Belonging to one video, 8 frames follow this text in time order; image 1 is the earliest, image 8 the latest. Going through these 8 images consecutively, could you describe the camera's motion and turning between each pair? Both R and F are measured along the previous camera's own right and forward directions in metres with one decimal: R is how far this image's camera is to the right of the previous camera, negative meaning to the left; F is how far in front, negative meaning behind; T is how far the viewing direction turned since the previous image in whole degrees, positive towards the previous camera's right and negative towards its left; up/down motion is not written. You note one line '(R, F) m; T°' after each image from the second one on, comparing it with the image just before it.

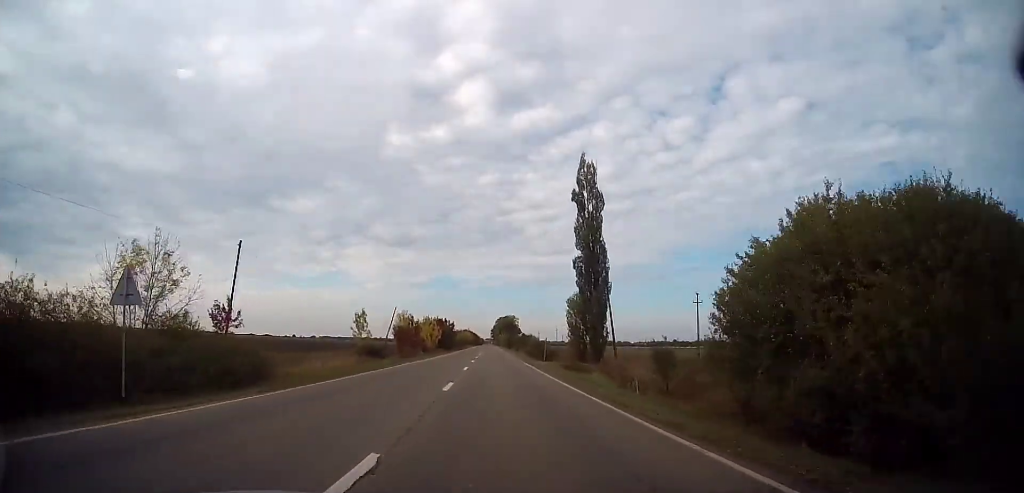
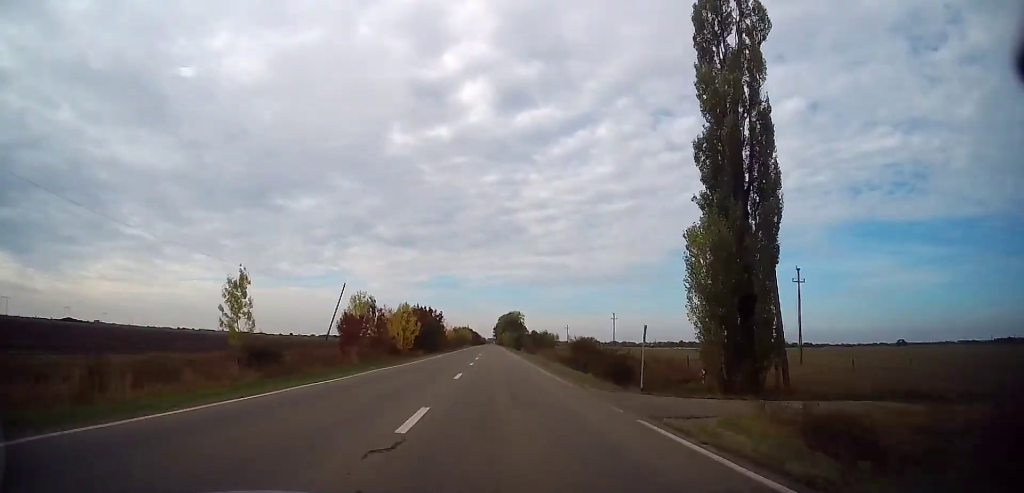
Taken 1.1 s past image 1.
(+0.2, +29.1) m; 0°
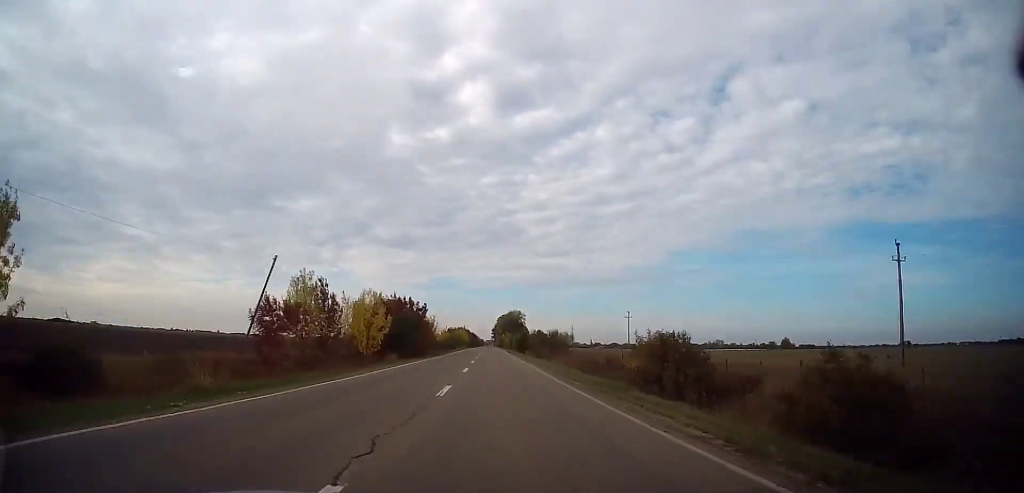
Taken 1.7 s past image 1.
(-0.1, +16.7) m; 0°
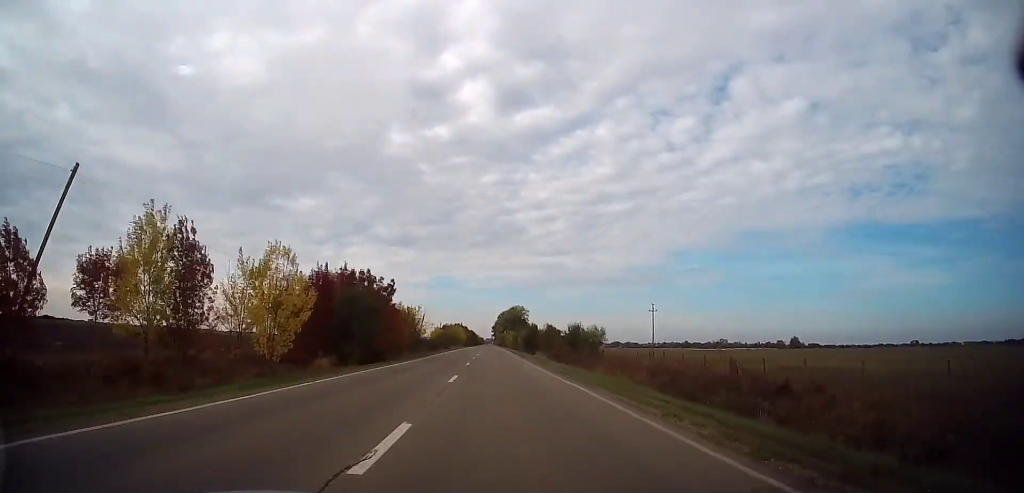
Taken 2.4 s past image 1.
(+0.1, +19.1) m; 0°
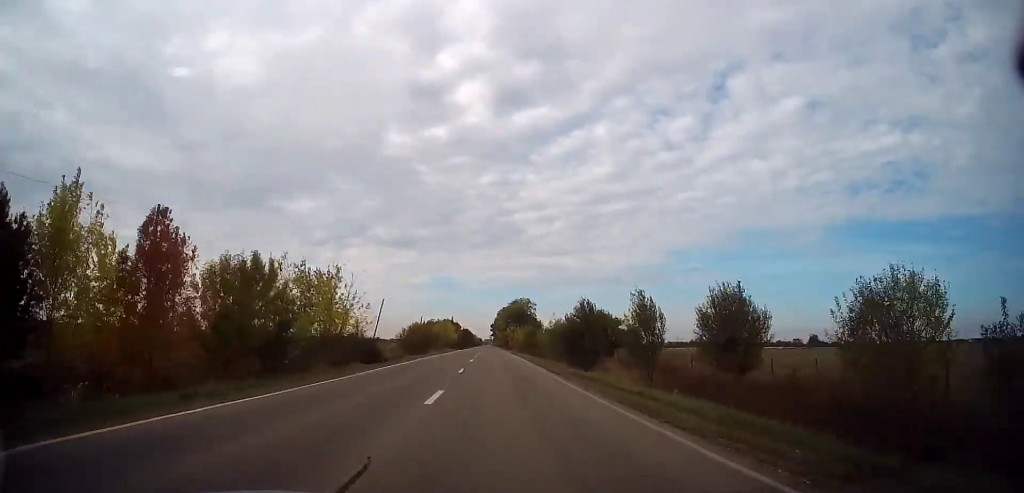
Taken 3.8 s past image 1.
(-0.1, +39.4) m; 0°
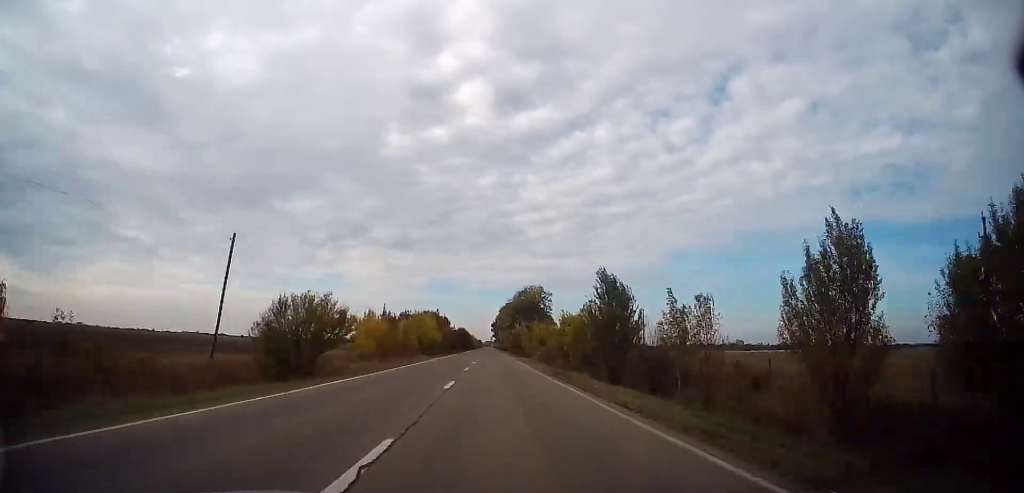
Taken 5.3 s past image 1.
(+0.3, +41.4) m; 0°
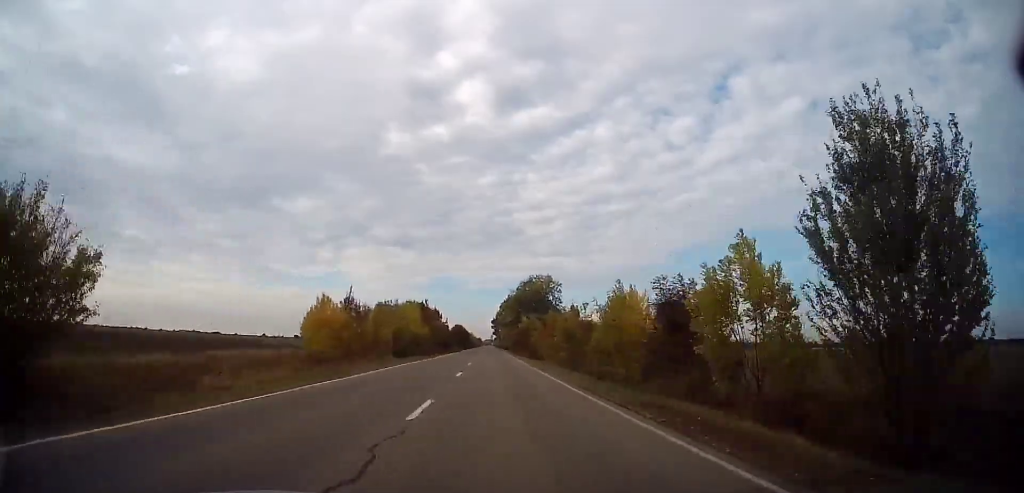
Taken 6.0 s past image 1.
(0.0, +17.8) m; 0°
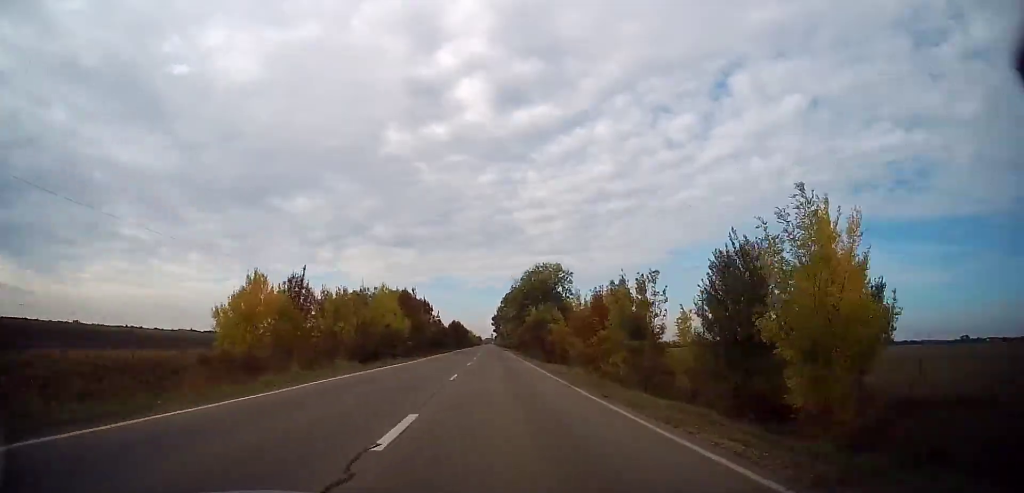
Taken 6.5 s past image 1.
(-0.1, +13.9) m; 0°
